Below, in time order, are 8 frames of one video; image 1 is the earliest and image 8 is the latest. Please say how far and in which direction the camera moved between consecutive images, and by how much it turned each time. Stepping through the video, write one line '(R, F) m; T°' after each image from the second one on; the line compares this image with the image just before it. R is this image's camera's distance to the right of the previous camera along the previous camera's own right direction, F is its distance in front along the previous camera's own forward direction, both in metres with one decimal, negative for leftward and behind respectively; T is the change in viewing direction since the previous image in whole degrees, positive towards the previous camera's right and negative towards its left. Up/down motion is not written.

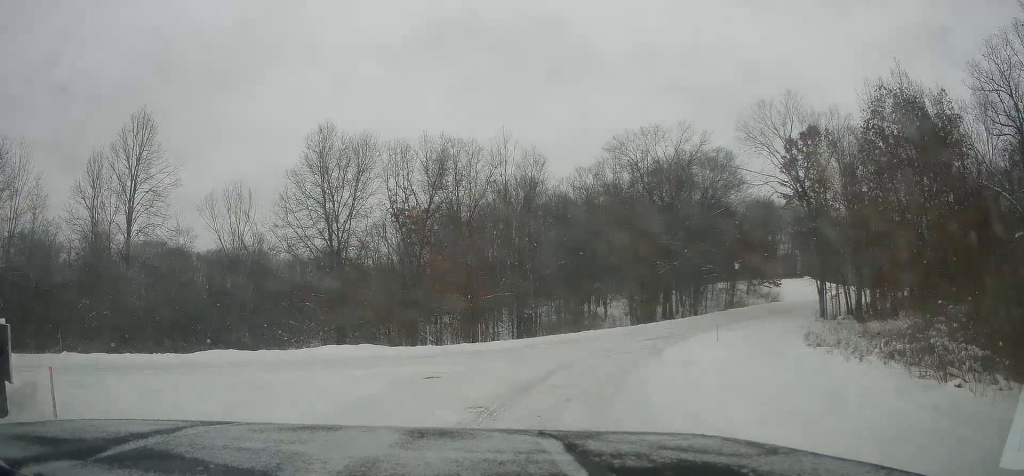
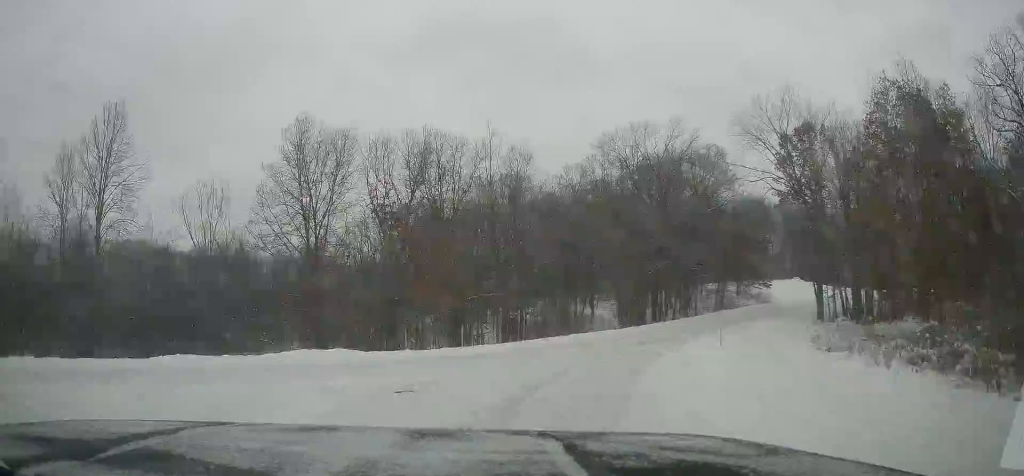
(+0.1, +1.9) m; 0°
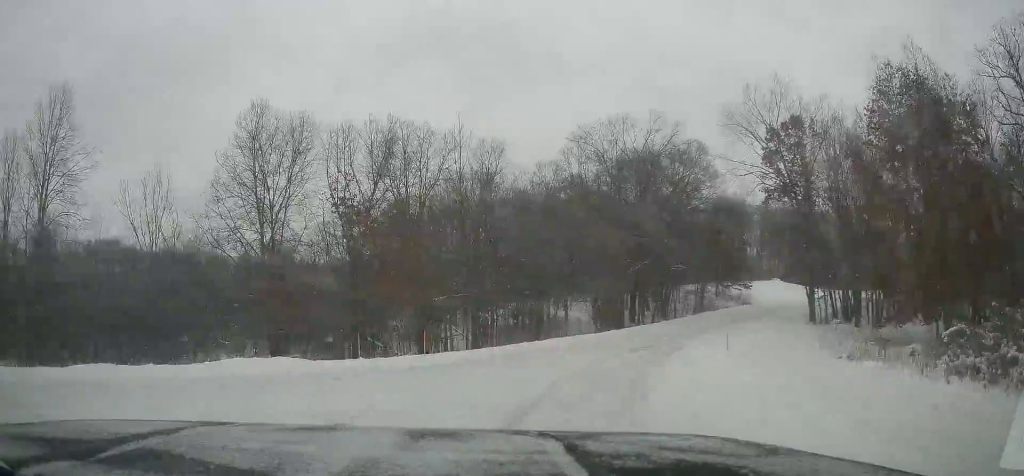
(+0.1, +3.0) m; 0°
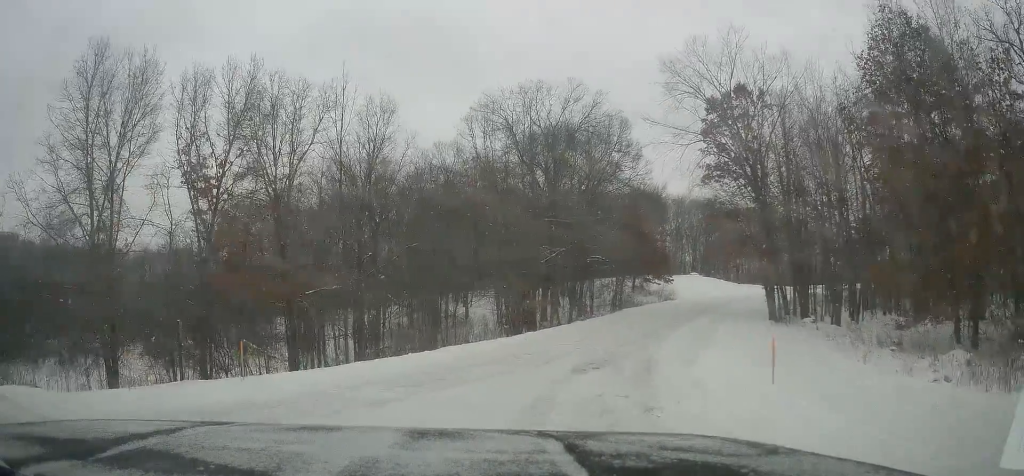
(+0.7, +8.2) m; +11°
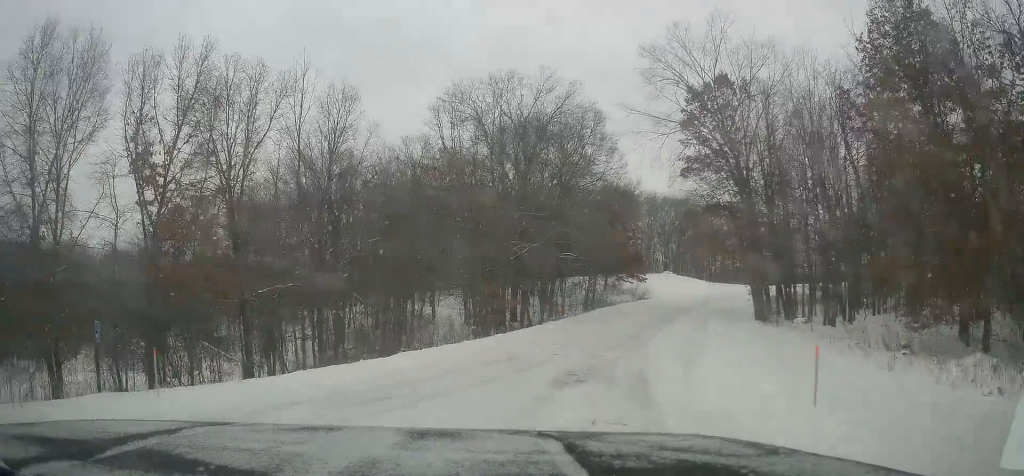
(0.0, +2.3) m; +2°
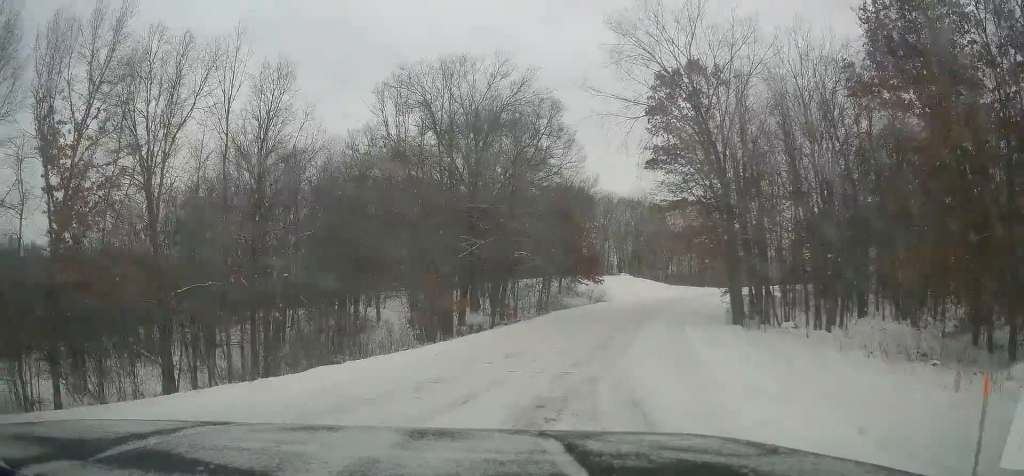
(0.0, +3.6) m; +2°
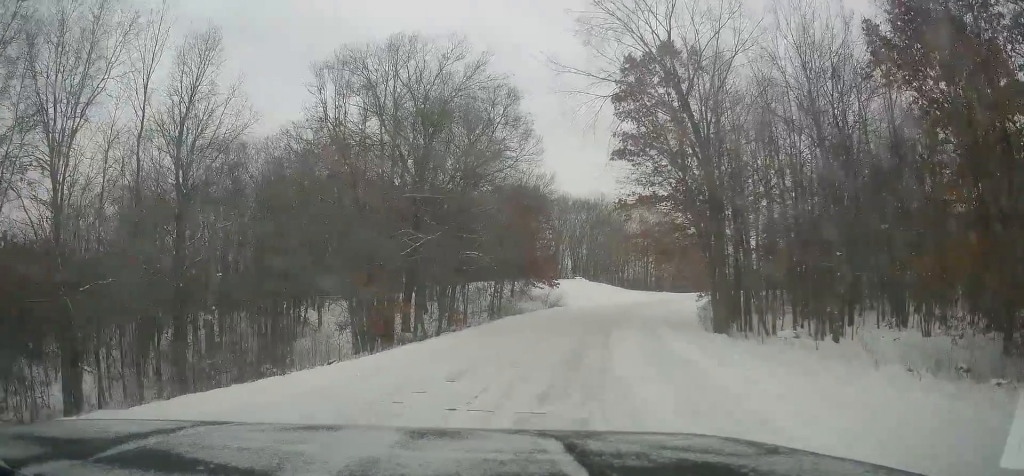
(+0.1, +4.1) m; +8°
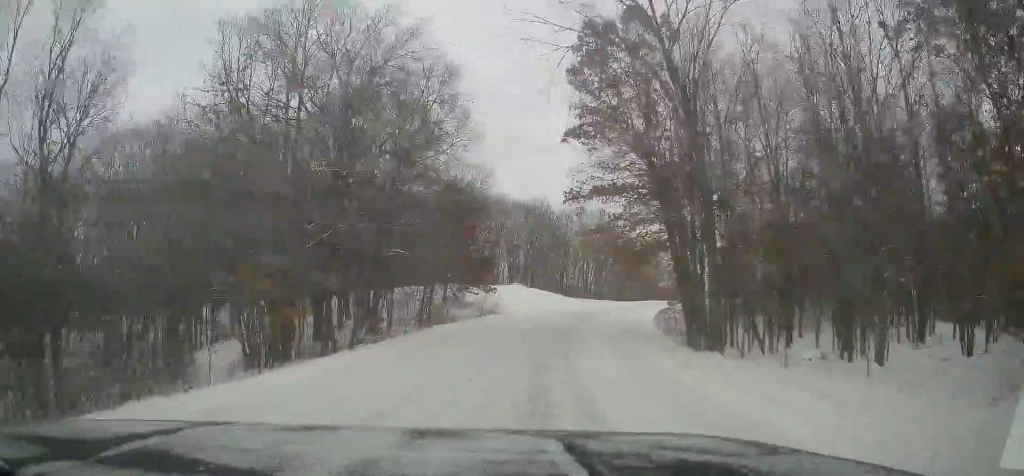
(+0.8, +6.2) m; +11°
